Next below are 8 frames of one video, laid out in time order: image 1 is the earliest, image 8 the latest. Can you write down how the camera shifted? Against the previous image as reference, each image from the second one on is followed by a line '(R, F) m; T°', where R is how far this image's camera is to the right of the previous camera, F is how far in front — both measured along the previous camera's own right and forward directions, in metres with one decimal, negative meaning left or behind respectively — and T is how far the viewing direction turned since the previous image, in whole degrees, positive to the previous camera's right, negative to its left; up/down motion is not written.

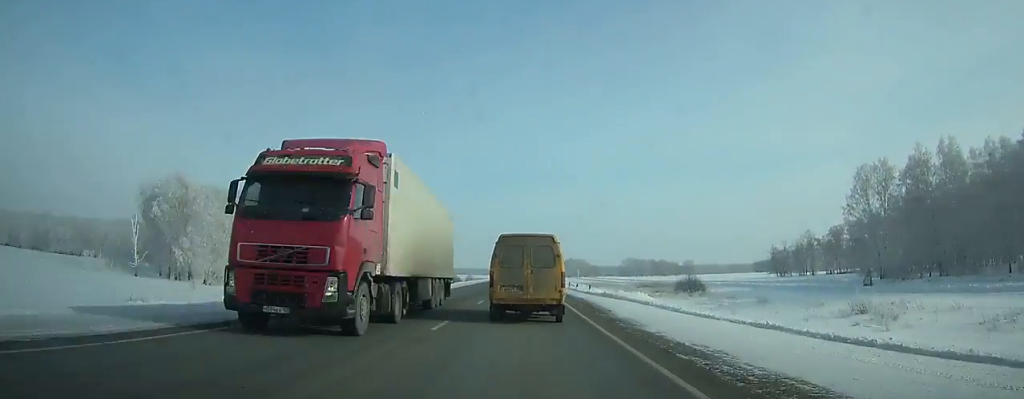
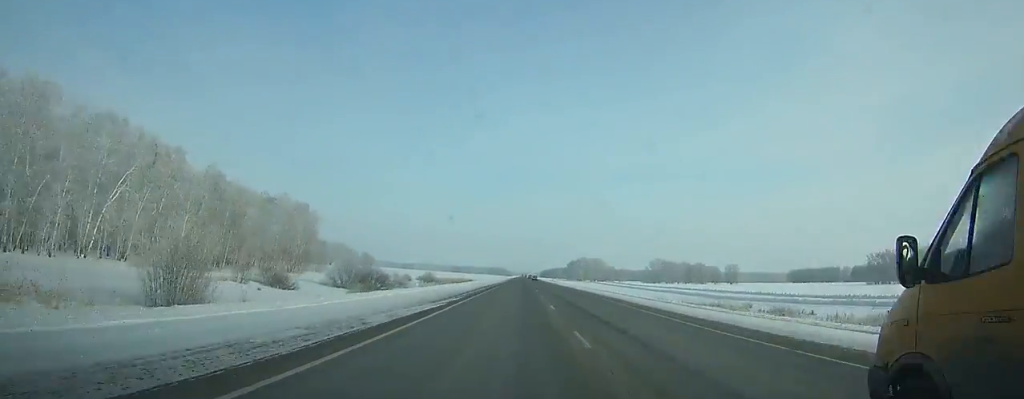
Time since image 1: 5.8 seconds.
(+0.6, +143.9) m; +1°
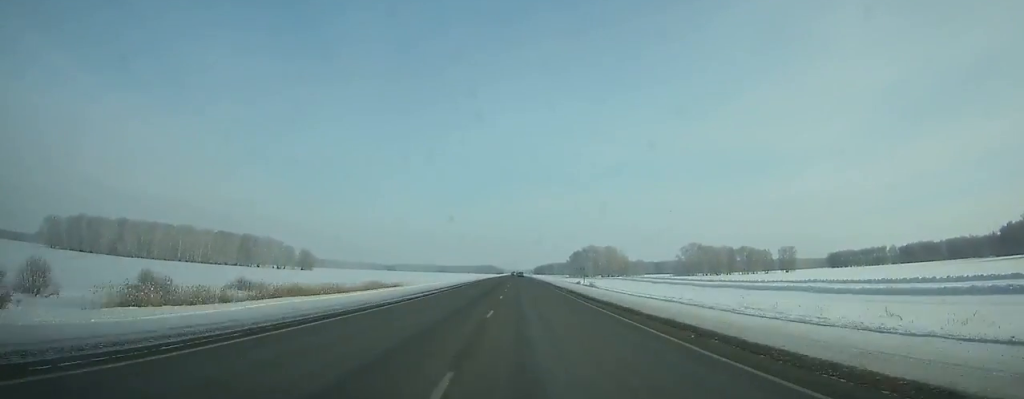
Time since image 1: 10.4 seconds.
(+0.7, +129.3) m; 0°
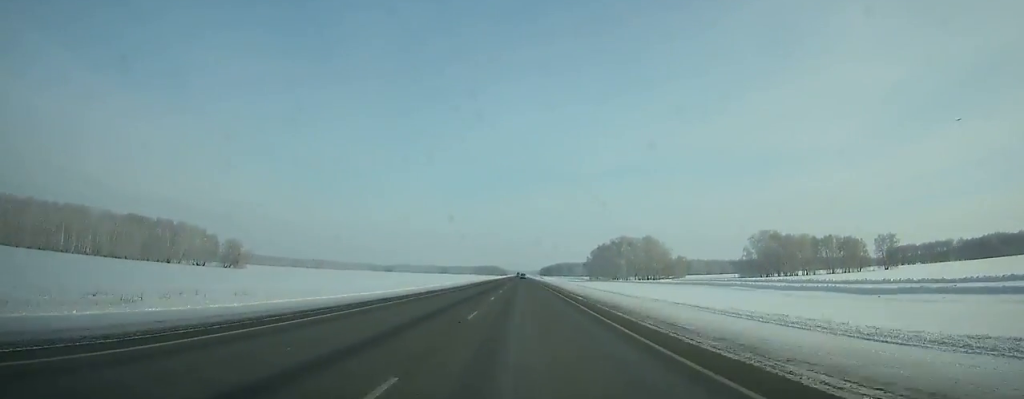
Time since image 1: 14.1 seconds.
(+0.1, +110.6) m; 0°
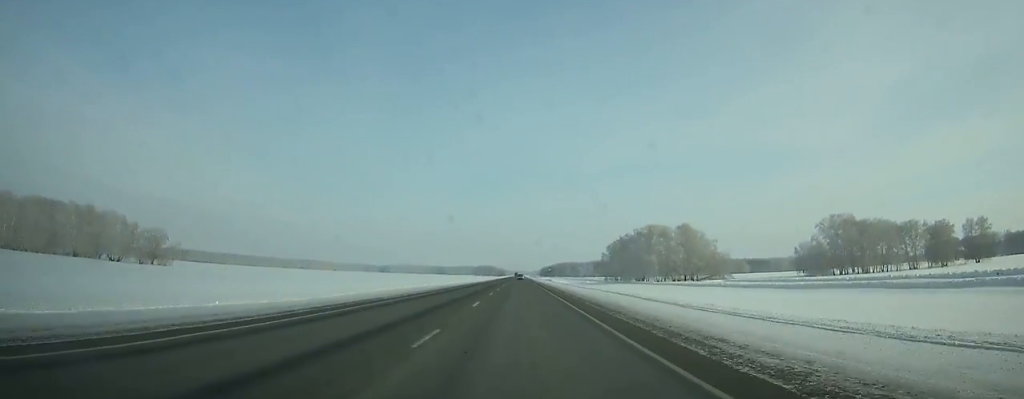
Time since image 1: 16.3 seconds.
(0.0, +67.0) m; 0°
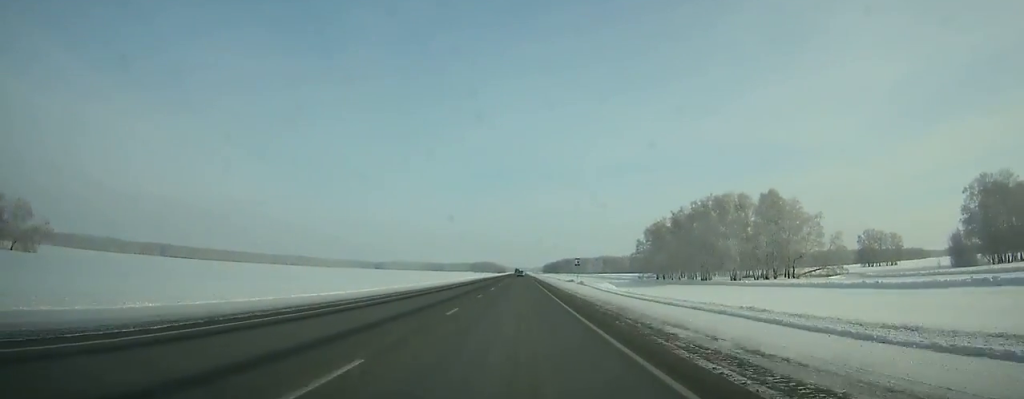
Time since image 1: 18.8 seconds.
(-0.1, +76.0) m; 0°
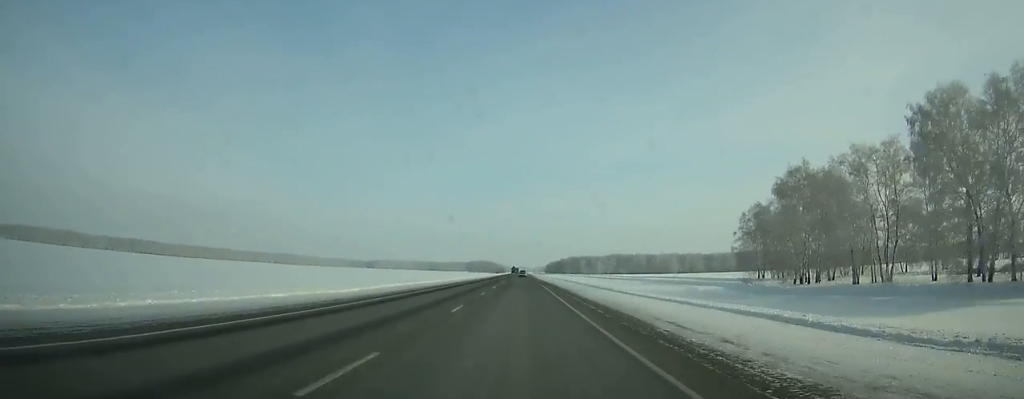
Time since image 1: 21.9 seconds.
(-0.1, +92.1) m; 0°
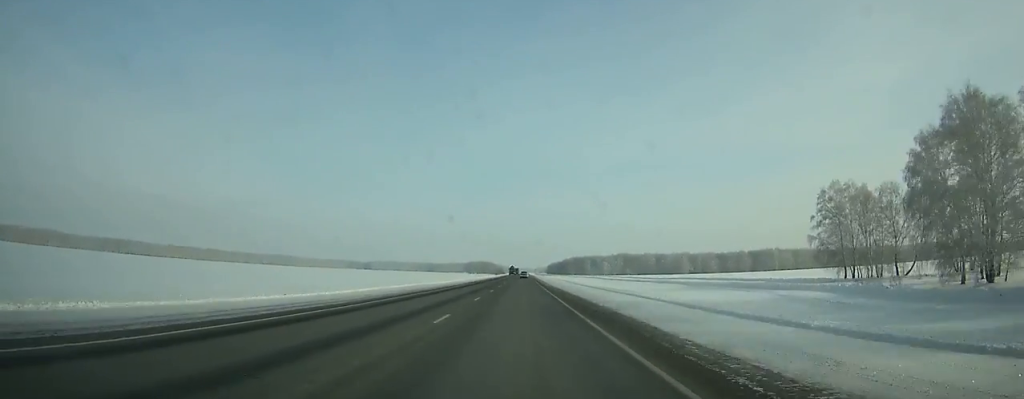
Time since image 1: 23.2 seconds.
(0.0, +37.7) m; 0°
